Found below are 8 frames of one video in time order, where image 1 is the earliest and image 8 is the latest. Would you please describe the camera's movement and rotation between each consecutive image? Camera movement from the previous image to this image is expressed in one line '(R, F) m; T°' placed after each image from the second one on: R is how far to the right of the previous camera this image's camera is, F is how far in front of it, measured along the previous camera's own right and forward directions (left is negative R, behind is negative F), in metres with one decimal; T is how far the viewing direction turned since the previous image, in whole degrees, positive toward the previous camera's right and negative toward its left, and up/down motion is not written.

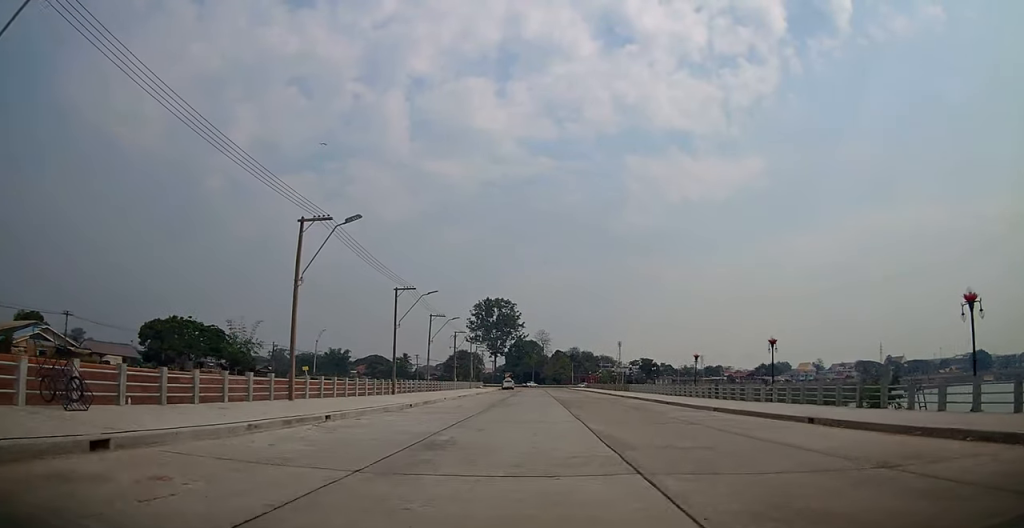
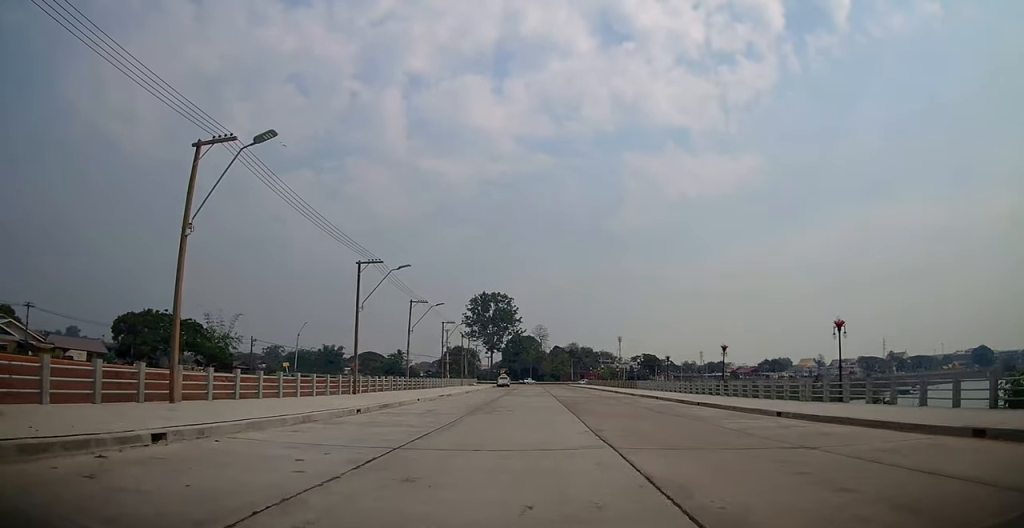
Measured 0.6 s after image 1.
(-0.5, +7.6) m; 0°
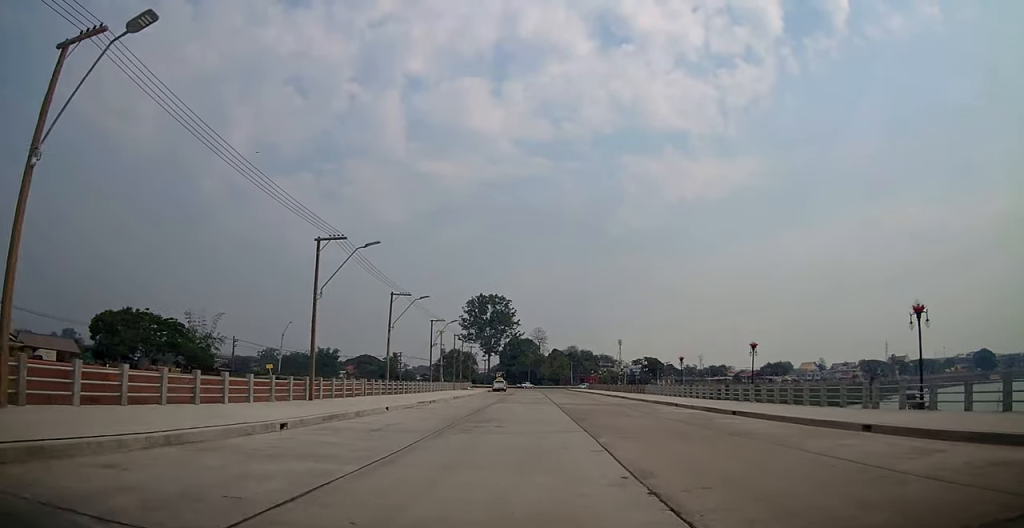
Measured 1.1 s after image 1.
(+0.2, +5.8) m; +2°
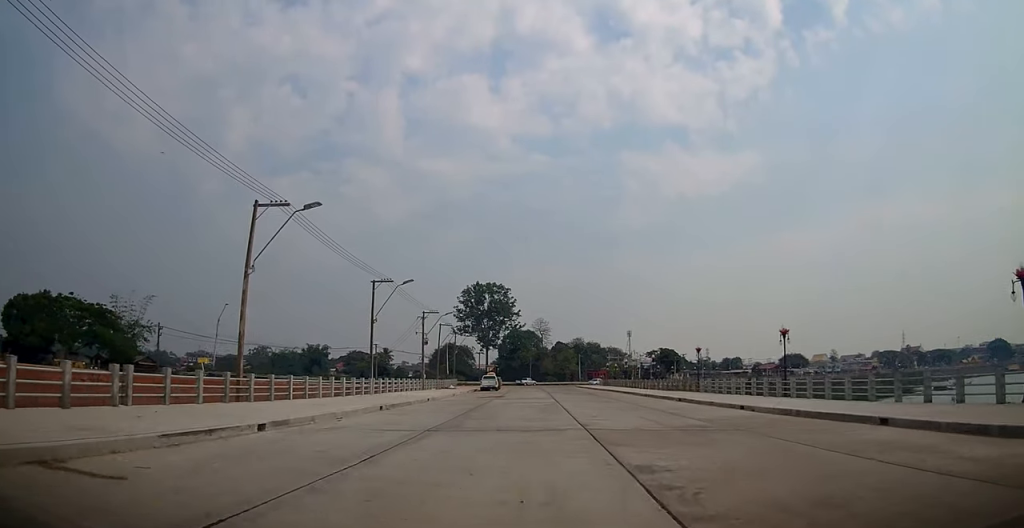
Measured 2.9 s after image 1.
(+1.0, +20.9) m; 0°
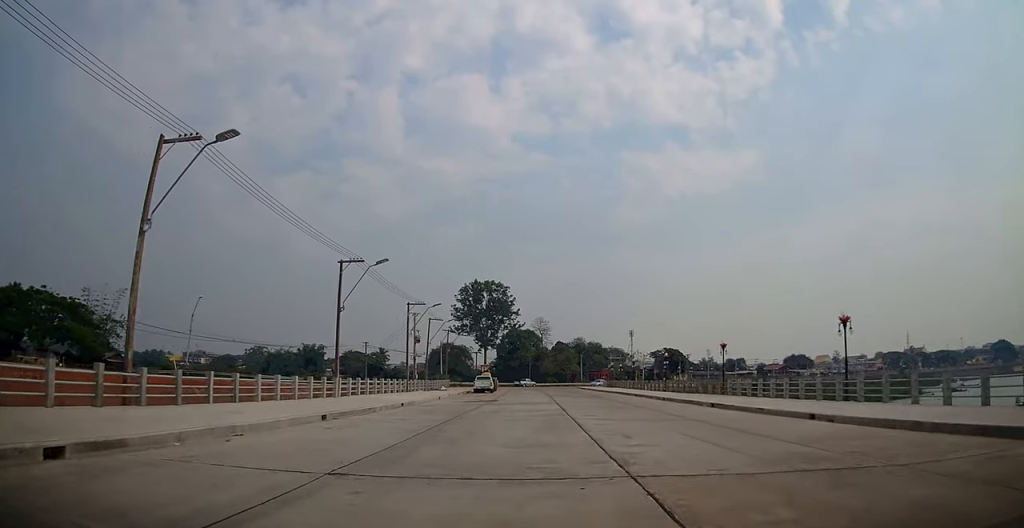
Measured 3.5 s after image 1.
(-0.5, +6.2) m; 0°
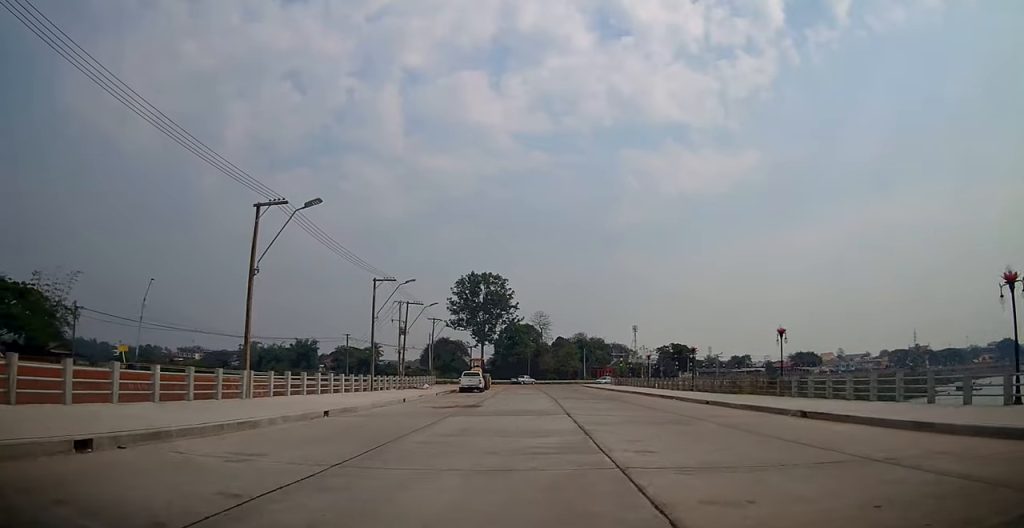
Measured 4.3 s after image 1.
(+0.2, +9.7) m; 0°
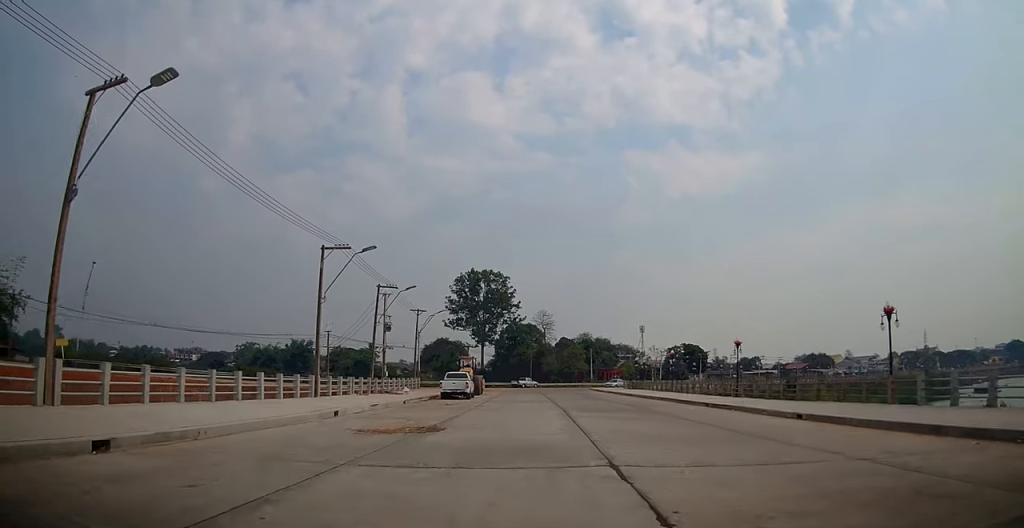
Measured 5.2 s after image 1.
(0.0, +9.7) m; 0°
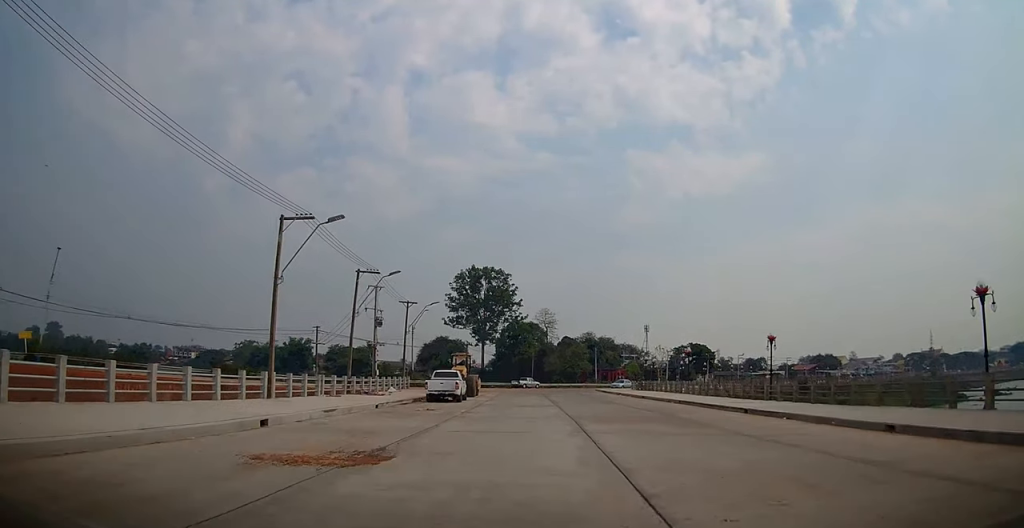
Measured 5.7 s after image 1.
(-0.4, +5.3) m; 0°
